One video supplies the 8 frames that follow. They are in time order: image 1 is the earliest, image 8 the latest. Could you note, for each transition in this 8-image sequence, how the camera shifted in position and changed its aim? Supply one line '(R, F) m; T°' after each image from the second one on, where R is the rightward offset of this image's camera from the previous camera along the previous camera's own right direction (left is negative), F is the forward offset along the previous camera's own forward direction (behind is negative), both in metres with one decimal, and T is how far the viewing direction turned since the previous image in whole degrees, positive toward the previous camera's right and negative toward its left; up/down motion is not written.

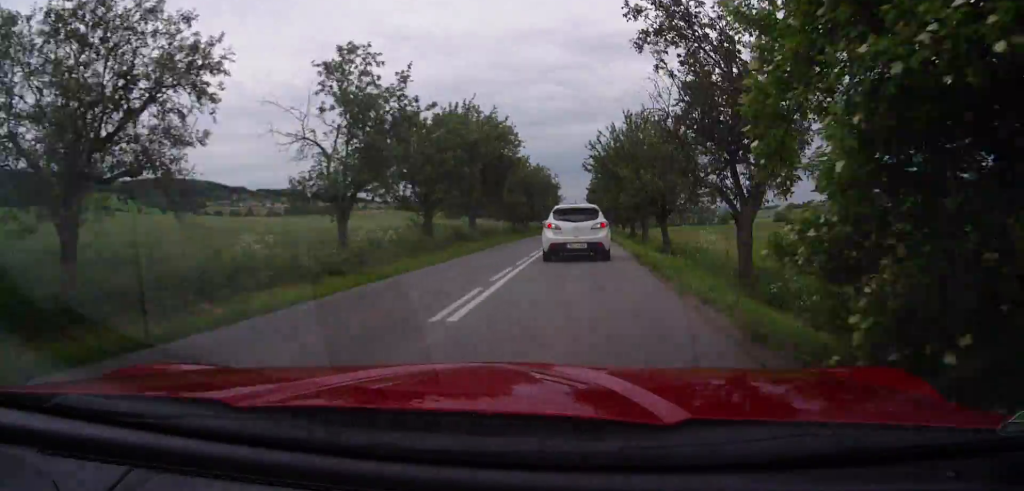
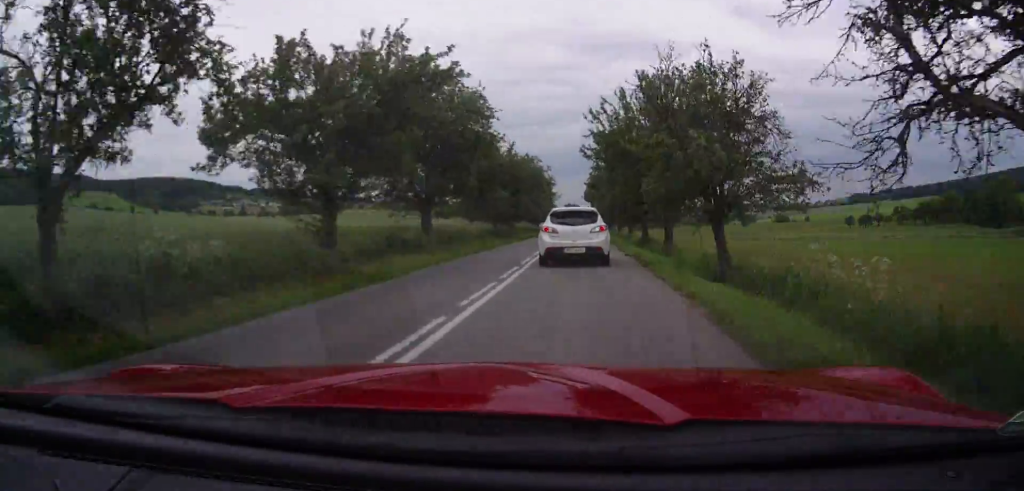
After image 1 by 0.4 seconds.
(0.0, +10.3) m; 0°
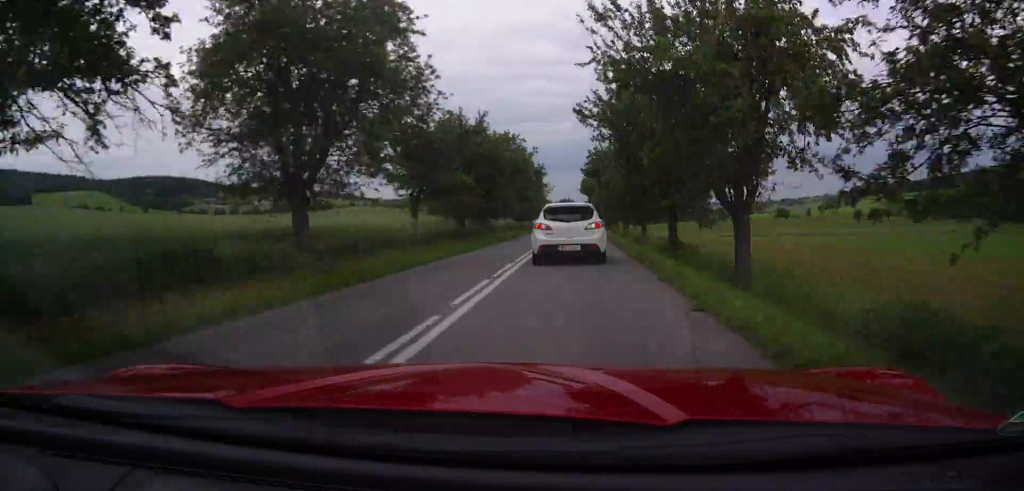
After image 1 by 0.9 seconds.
(0.0, +11.8) m; 0°
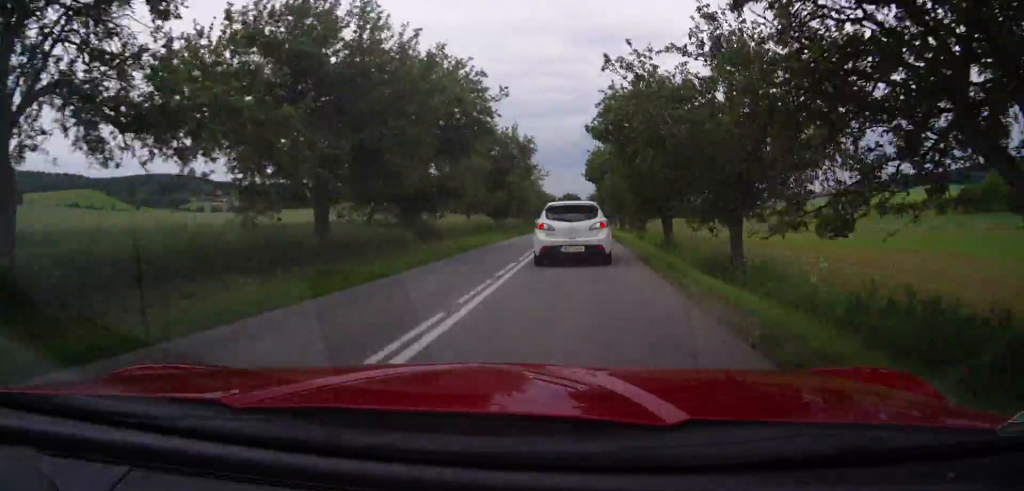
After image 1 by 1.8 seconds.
(0.0, +19.5) m; 0°
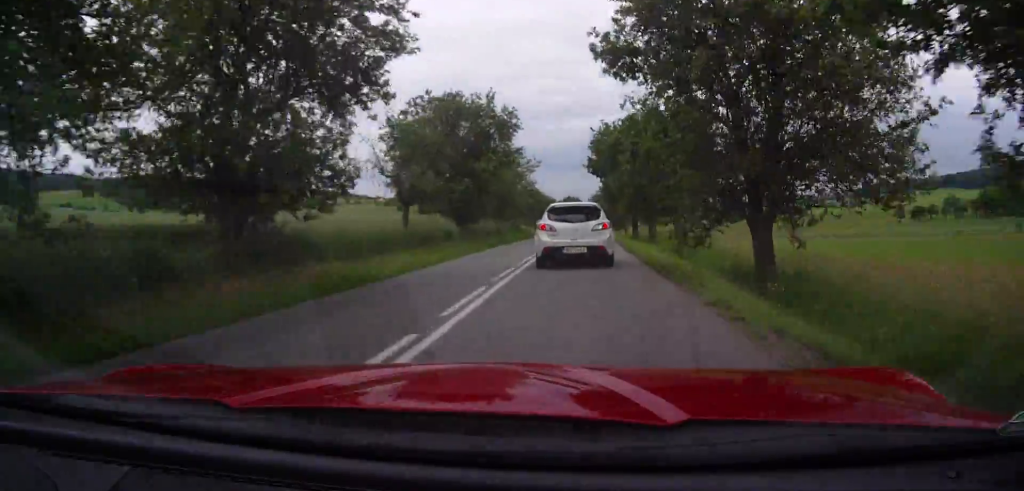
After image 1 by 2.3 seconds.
(0.0, +13.1) m; 0°
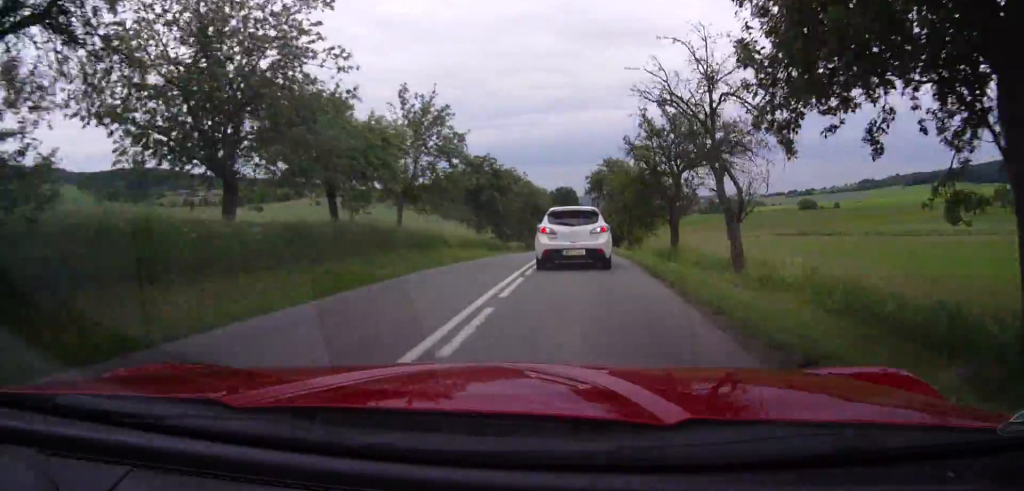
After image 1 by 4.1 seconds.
(+0.3, +41.5) m; 0°
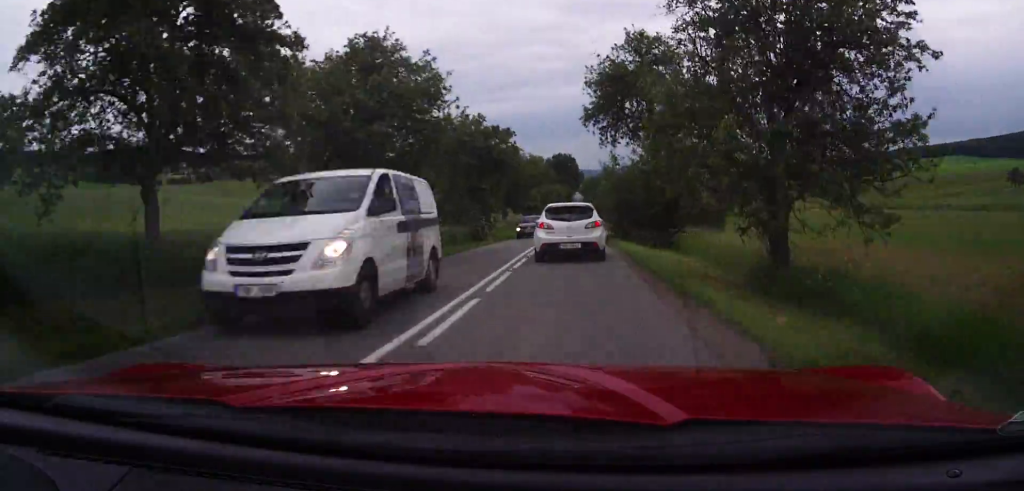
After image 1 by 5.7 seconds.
(-0.2, +38.9) m; -1°
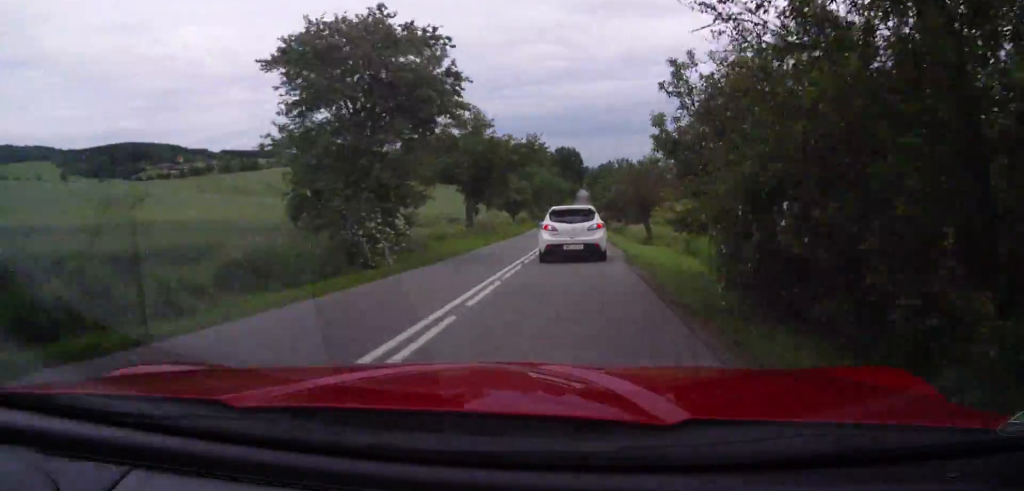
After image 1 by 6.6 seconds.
(-0.1, +23.5) m; 0°
